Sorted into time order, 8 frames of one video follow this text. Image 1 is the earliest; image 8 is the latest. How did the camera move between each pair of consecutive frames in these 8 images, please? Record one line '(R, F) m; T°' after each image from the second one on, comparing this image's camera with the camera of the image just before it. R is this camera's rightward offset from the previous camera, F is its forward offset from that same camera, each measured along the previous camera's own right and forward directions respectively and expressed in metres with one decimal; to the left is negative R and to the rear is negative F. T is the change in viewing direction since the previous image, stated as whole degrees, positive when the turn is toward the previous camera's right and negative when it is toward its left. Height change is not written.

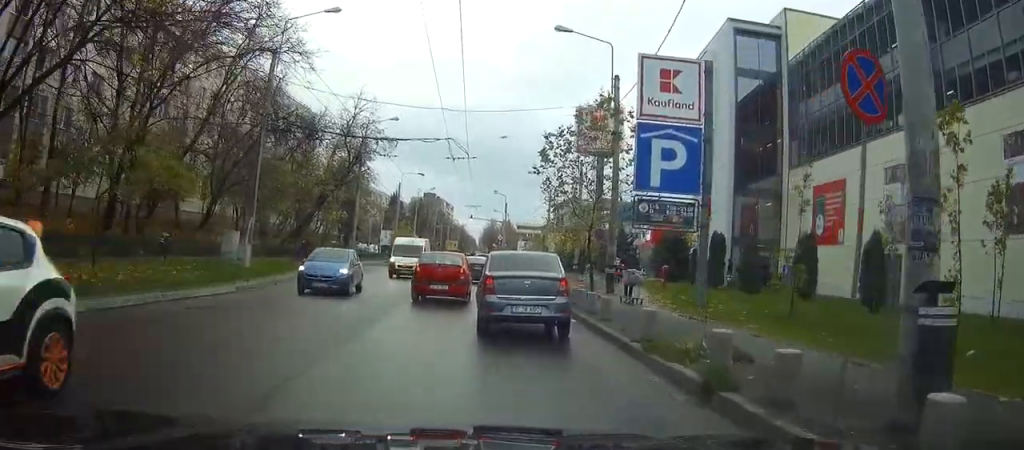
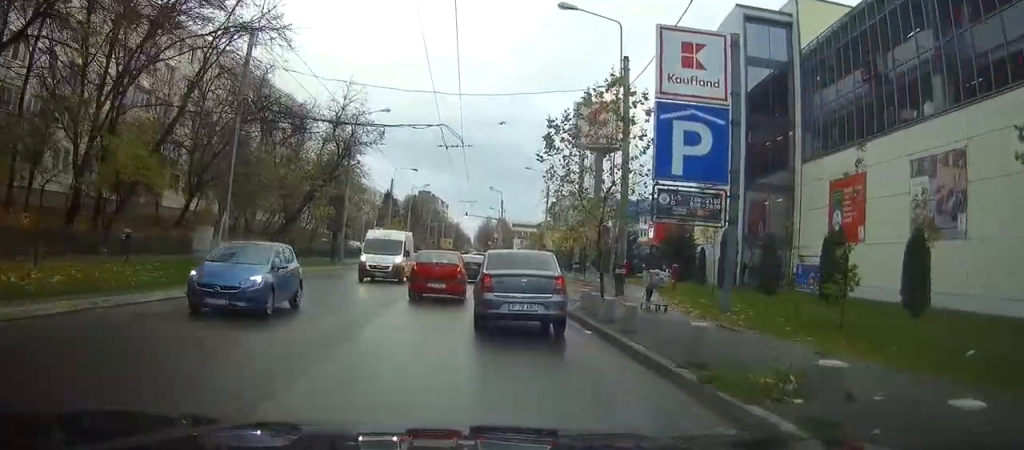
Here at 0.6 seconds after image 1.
(0.0, +2.8) m; +2°
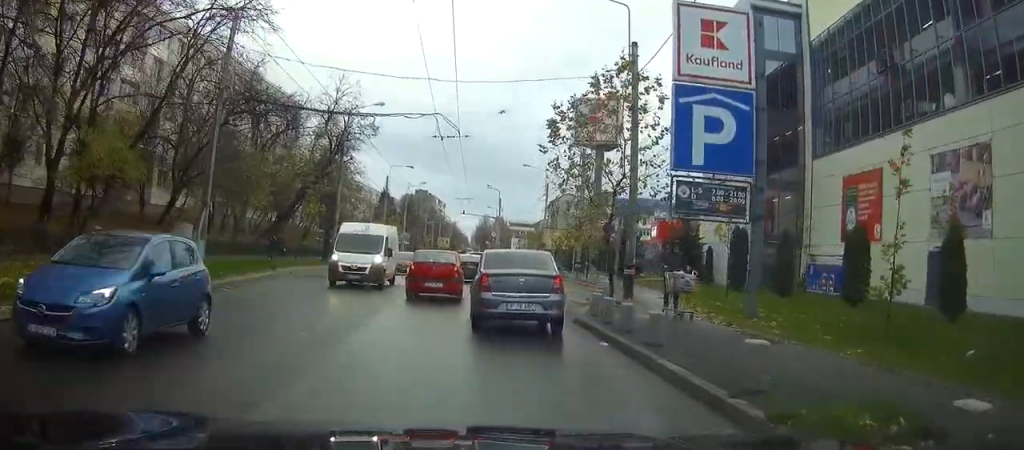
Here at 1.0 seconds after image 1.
(-0.1, +1.9) m; +2°
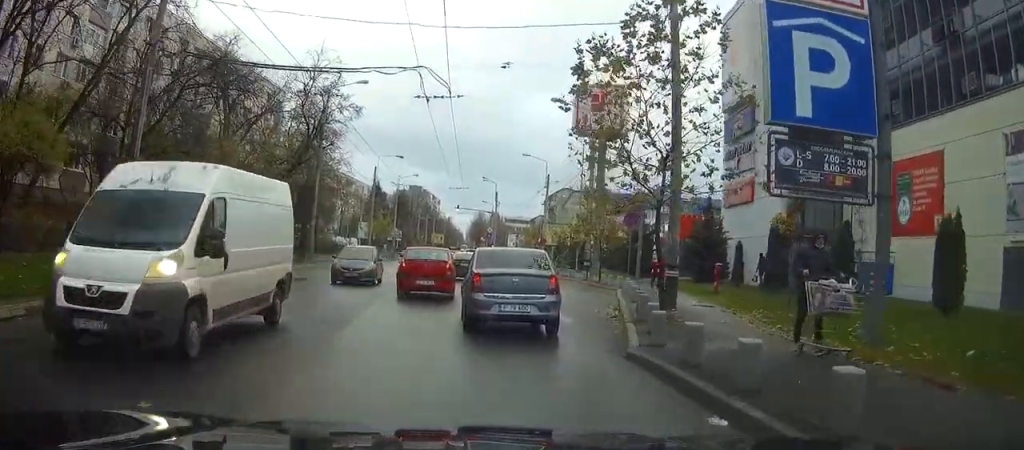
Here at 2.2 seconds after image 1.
(+0.4, +6.2) m; +5°
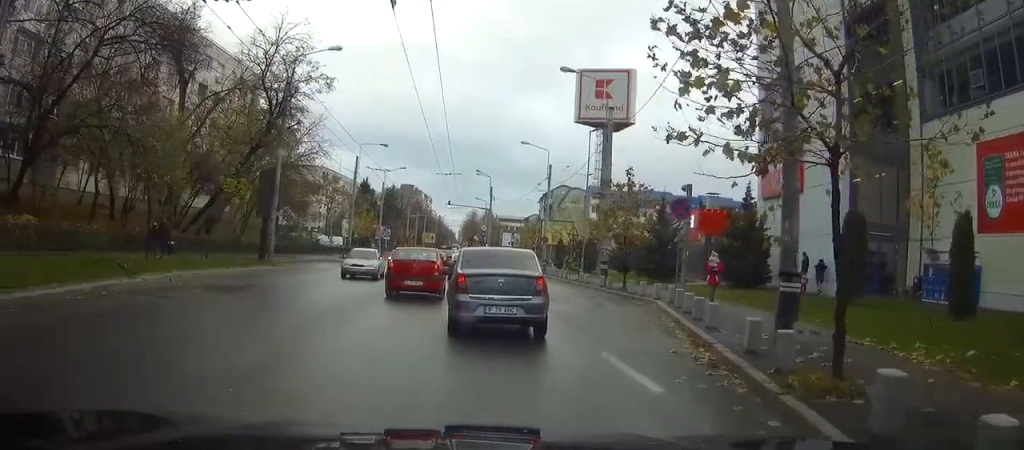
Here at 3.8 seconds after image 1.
(+0.5, +9.1) m; +7°
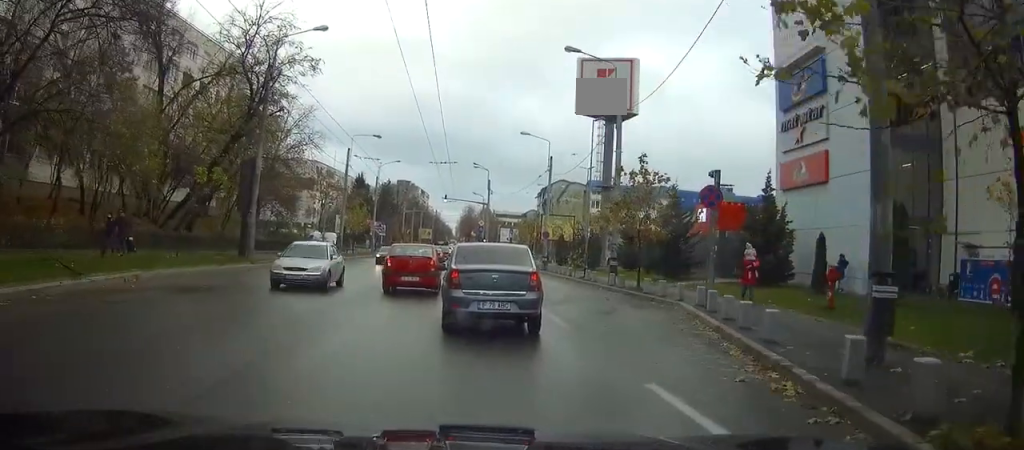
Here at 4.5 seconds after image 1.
(+0.1, +3.7) m; 0°
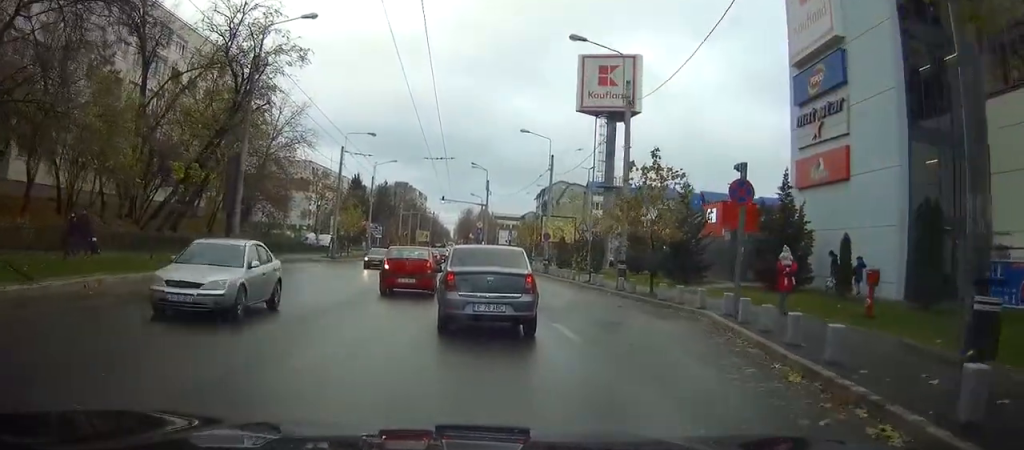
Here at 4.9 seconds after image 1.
(+0.1, +2.5) m; -1°
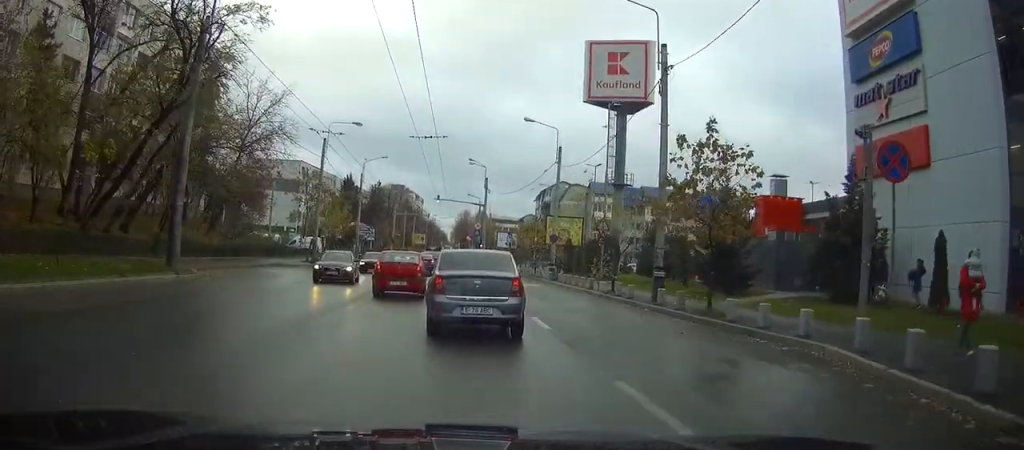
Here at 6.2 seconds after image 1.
(-0.3, +6.9) m; -4°
